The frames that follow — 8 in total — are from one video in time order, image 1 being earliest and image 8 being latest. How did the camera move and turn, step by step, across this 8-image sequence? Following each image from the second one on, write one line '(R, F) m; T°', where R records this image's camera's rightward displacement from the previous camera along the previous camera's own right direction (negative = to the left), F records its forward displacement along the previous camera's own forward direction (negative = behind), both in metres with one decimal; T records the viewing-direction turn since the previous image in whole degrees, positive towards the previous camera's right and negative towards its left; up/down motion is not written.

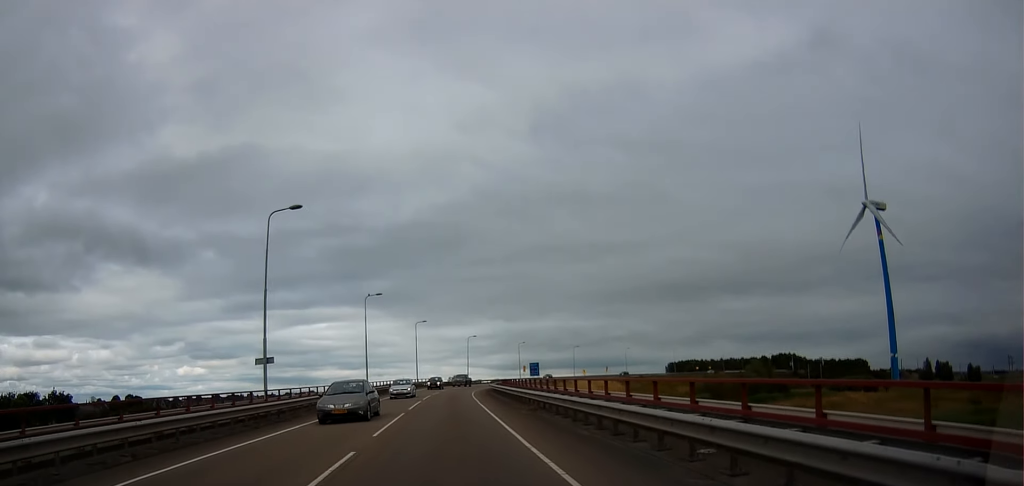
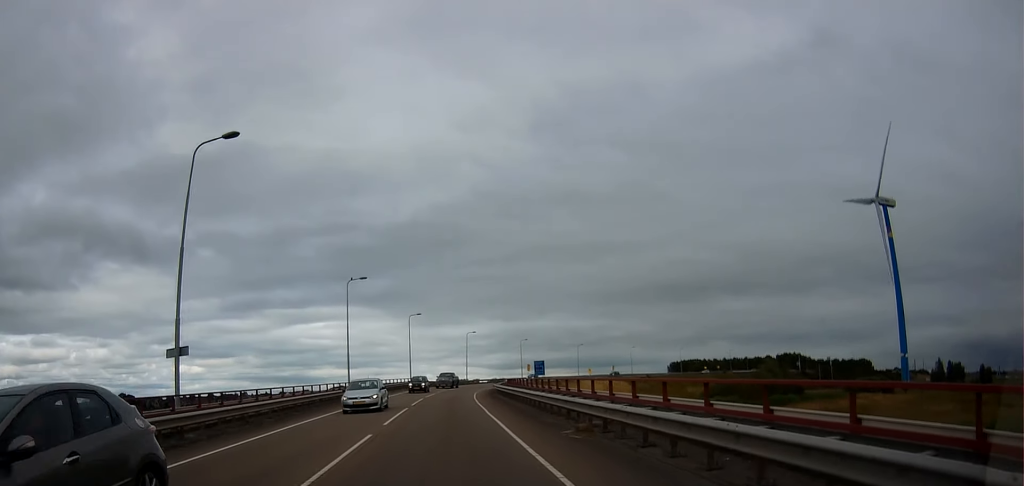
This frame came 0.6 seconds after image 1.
(0.0, +8.7) m; +1°
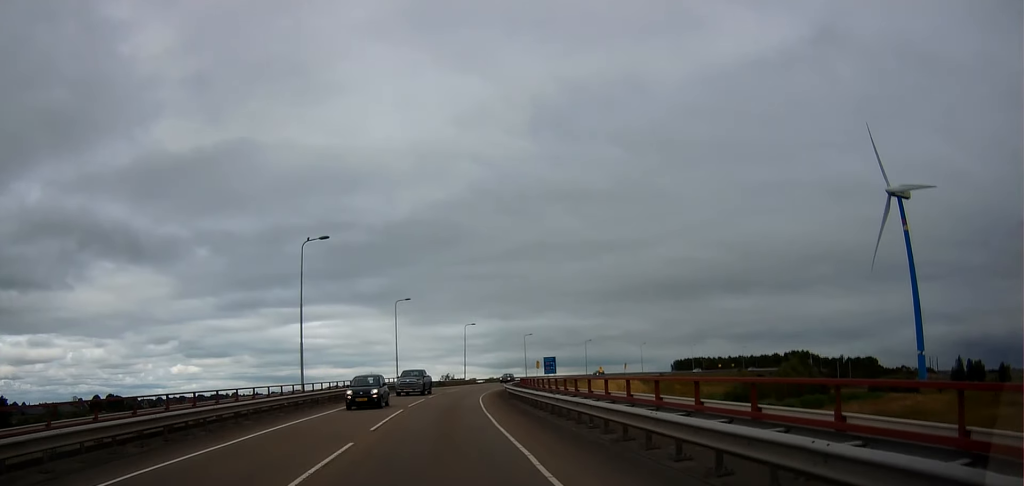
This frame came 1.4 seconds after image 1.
(+0.2, +13.7) m; 0°
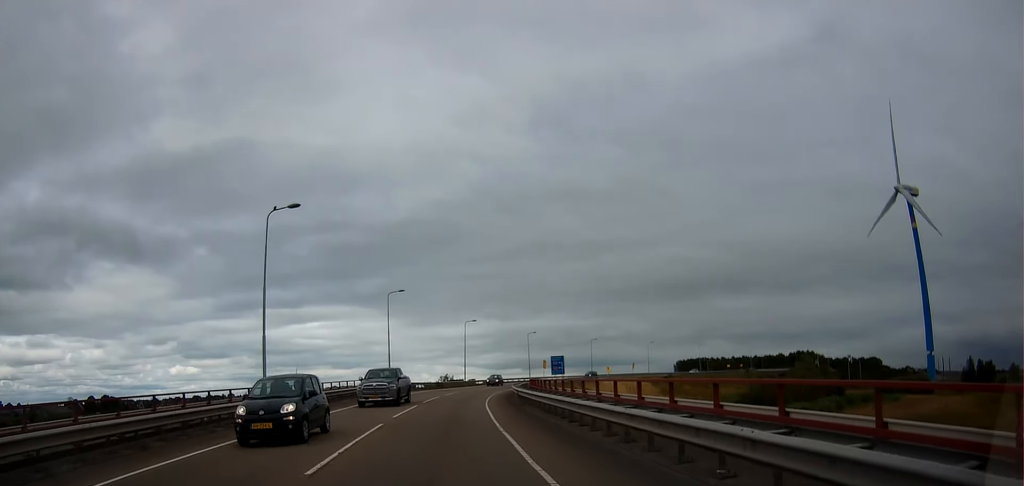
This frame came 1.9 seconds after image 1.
(-0.1, +6.9) m; 0°
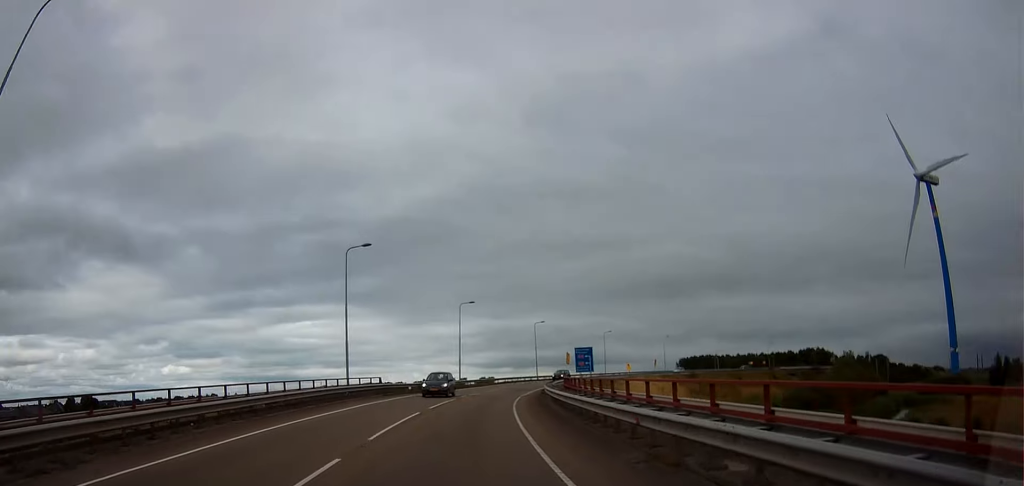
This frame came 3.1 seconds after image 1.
(+0.1, +19.5) m; 0°
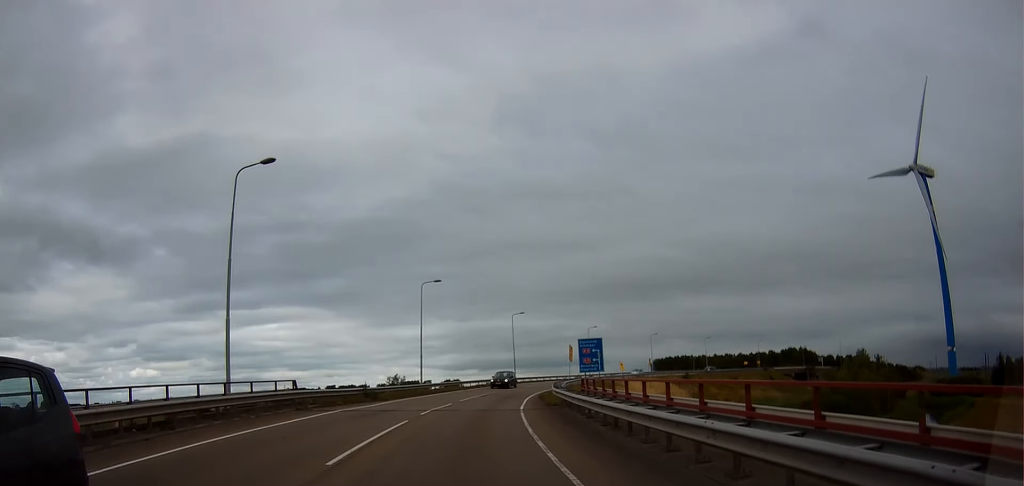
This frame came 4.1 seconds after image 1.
(-0.2, +15.5) m; +2°
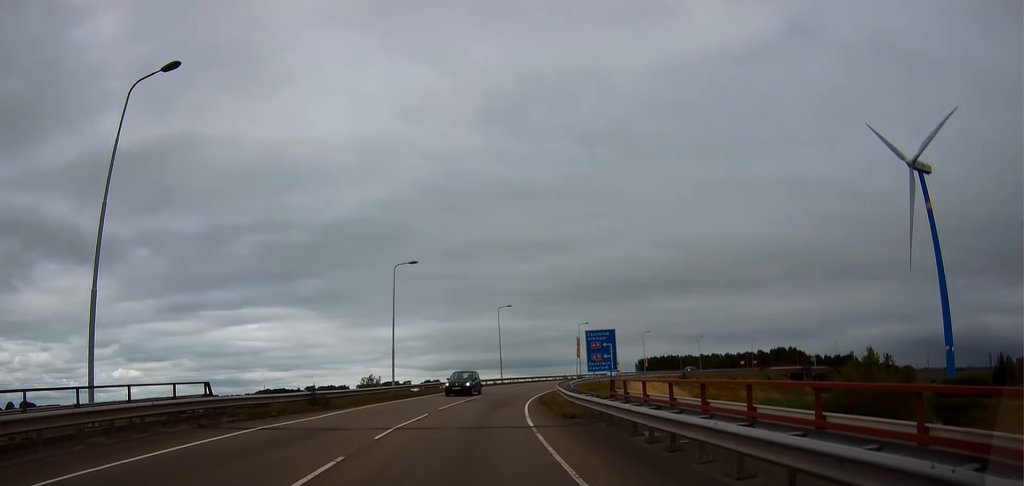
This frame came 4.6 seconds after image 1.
(+0.1, +8.0) m; +2°
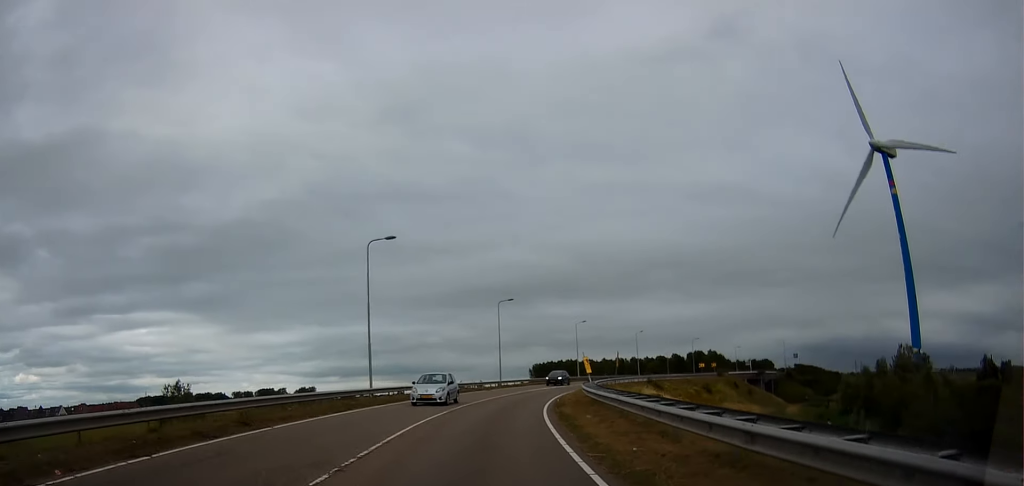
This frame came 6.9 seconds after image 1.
(+4.0, +35.4) m; +11°
